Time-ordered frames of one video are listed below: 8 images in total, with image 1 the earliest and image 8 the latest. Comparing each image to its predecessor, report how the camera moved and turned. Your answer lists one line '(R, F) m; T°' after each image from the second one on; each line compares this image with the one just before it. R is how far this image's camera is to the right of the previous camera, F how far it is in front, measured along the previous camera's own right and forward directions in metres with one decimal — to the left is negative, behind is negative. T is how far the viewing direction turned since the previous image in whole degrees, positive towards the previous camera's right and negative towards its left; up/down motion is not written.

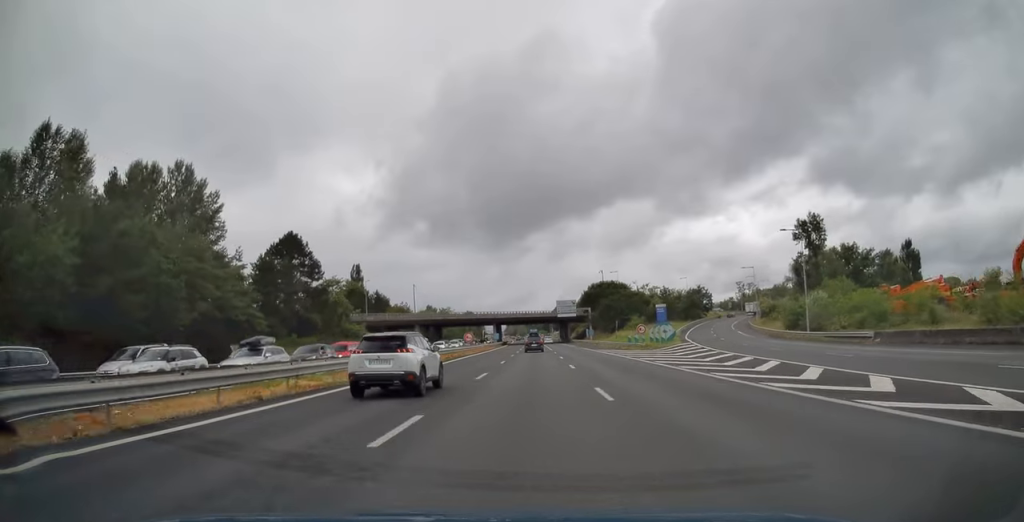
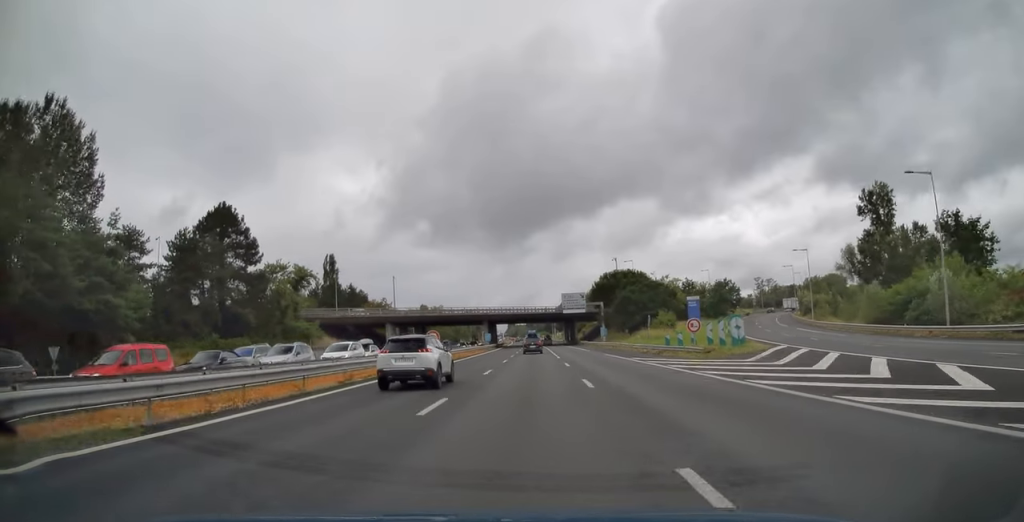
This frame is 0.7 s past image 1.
(-0.1, +22.9) m; 0°
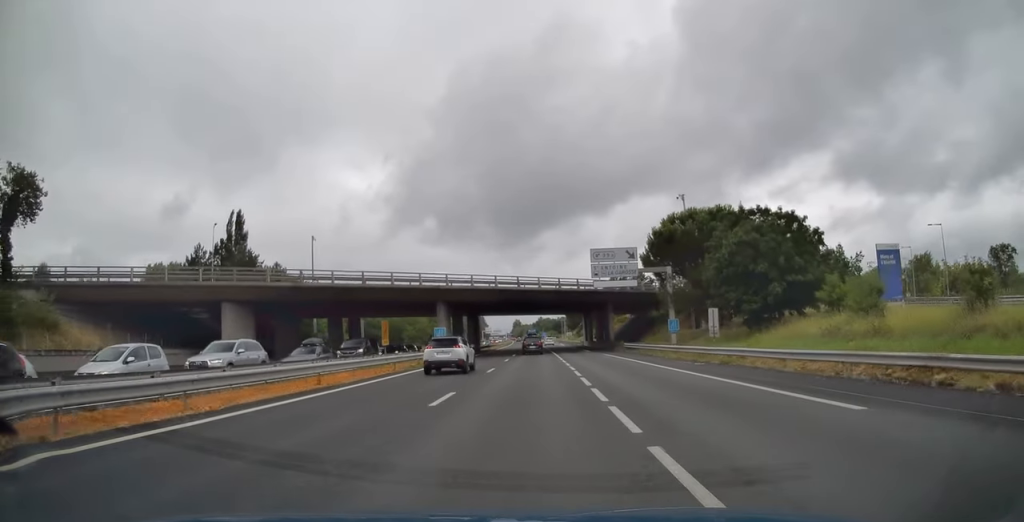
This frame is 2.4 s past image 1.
(-0.1, +51.5) m; -1°
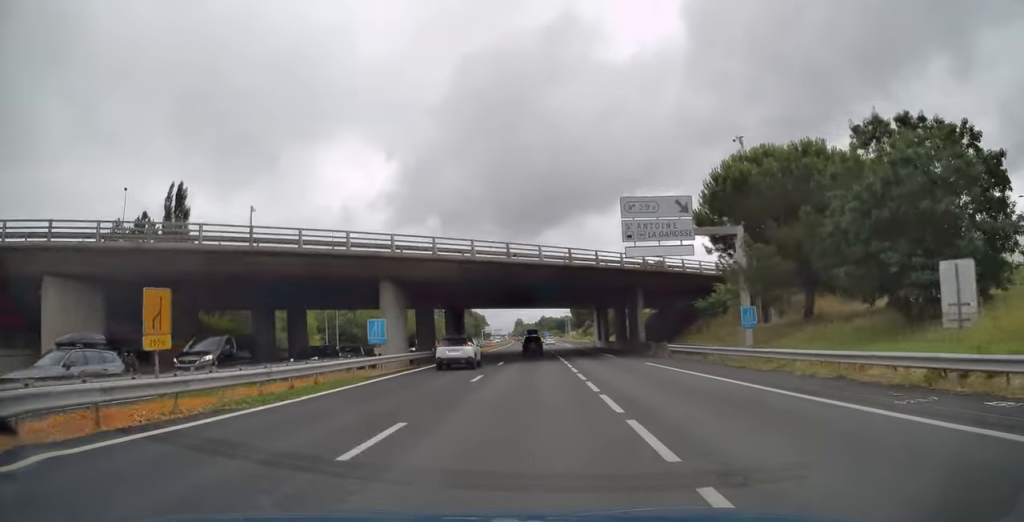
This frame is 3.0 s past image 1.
(-0.1, +19.2) m; 0°
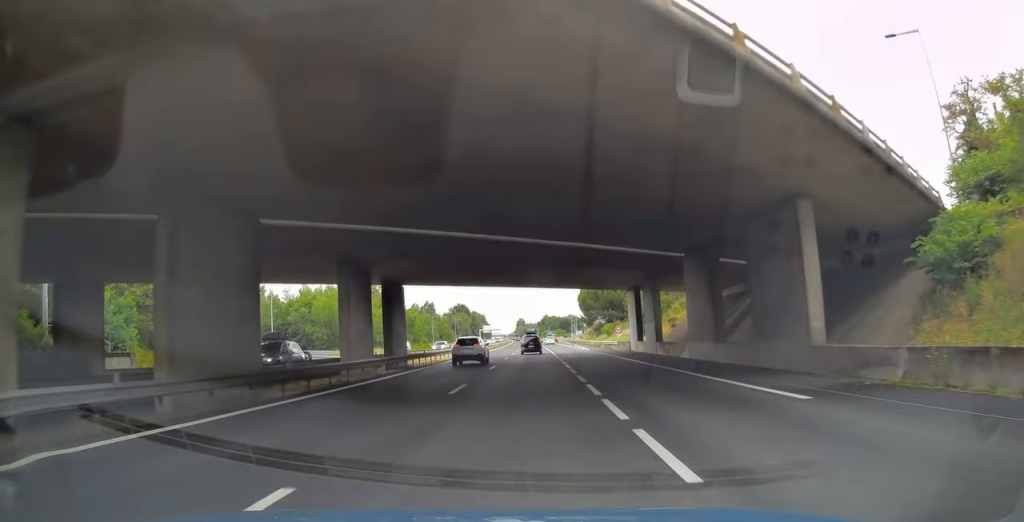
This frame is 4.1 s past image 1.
(-0.1, +31.1) m; 0°
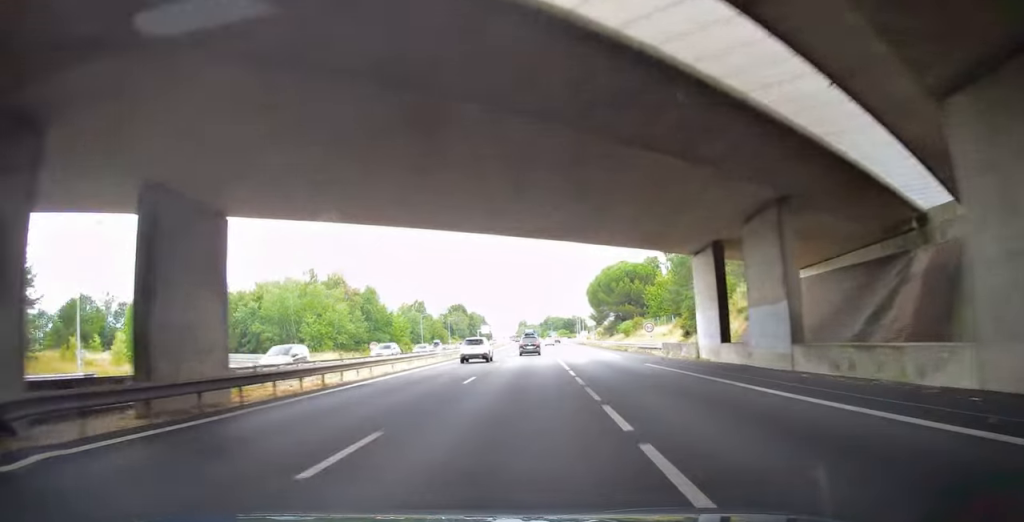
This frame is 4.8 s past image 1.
(0.0, +22.8) m; 0°
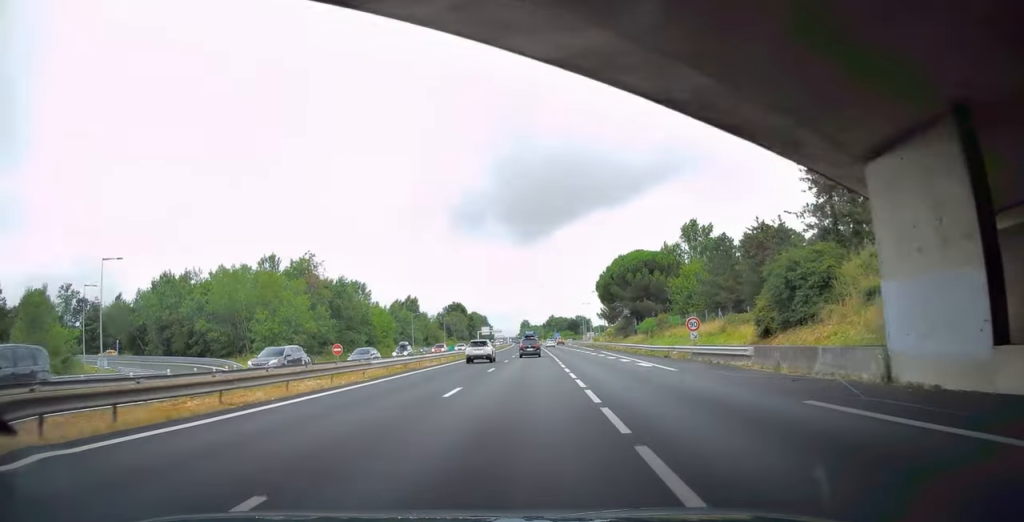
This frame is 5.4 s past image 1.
(0.0, +17.3) m; 0°
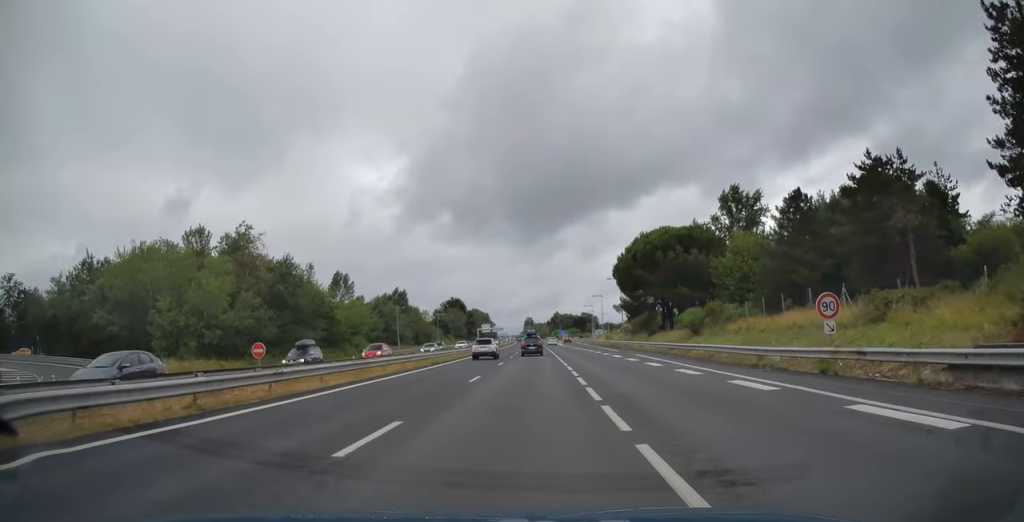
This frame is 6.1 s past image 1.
(+0.1, +21.6) m; 0°
